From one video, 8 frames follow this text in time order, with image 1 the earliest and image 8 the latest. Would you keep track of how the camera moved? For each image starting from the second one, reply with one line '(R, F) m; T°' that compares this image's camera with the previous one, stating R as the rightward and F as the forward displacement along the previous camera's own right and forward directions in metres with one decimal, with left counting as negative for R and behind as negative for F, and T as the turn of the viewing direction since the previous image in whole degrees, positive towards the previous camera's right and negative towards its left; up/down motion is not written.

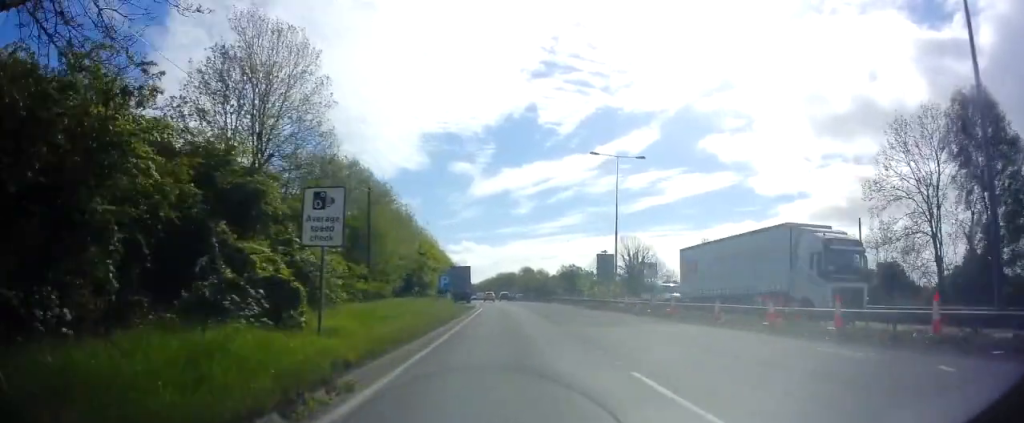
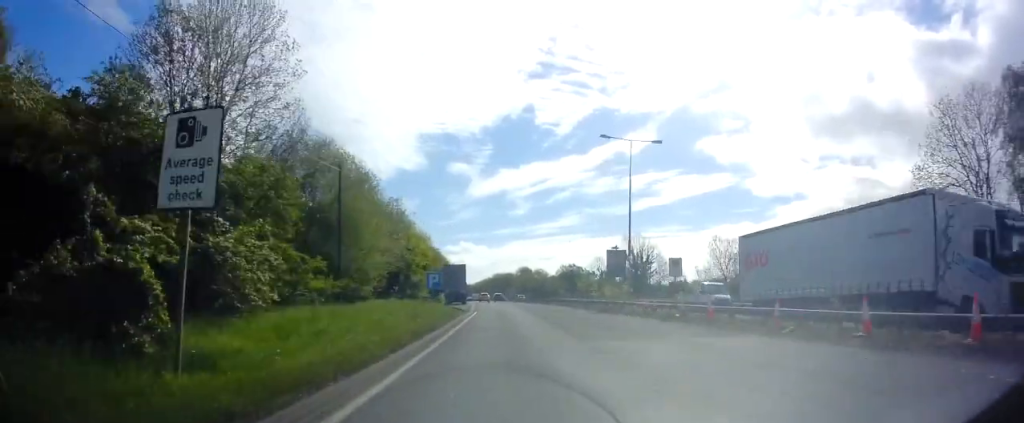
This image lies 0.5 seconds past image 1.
(0.0, +5.2) m; 0°
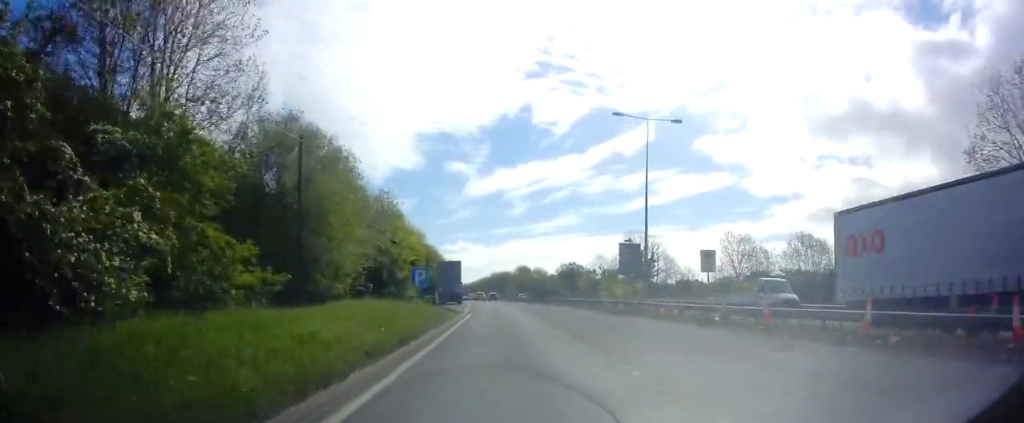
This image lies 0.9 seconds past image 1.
(0.0, +4.9) m; 0°
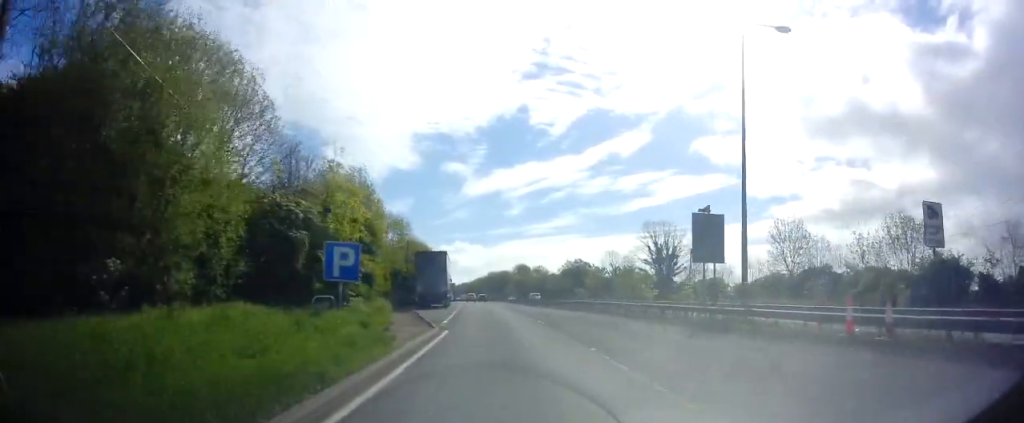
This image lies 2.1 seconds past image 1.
(0.0, +14.1) m; 0°
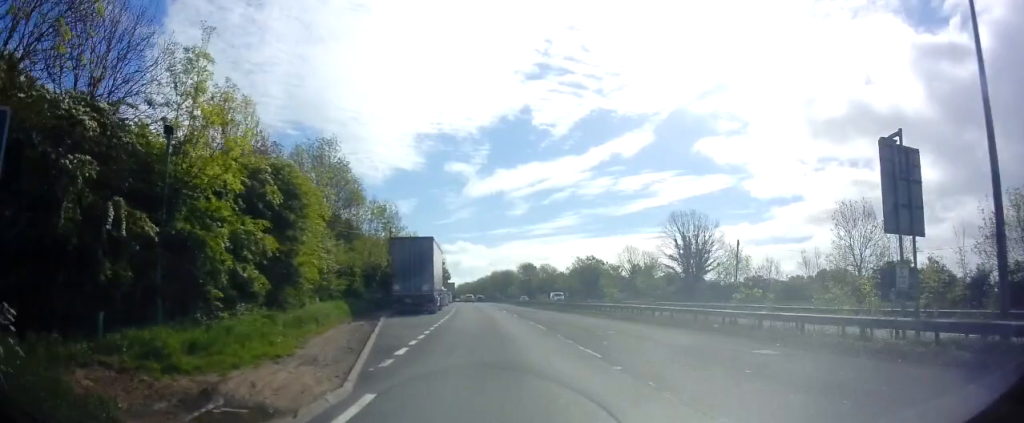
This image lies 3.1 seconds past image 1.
(0.0, +11.8) m; 0°
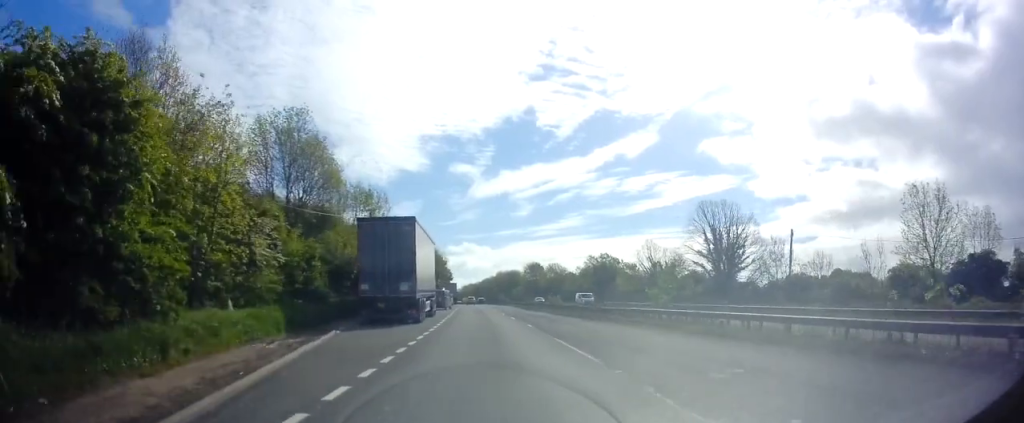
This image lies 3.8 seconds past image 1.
(0.0, +9.3) m; 0°
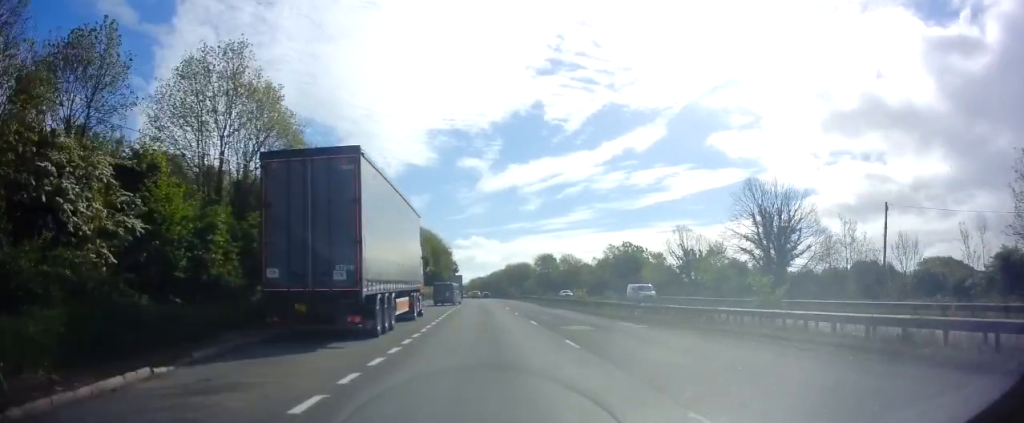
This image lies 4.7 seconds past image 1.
(-0.1, +11.0) m; 0°
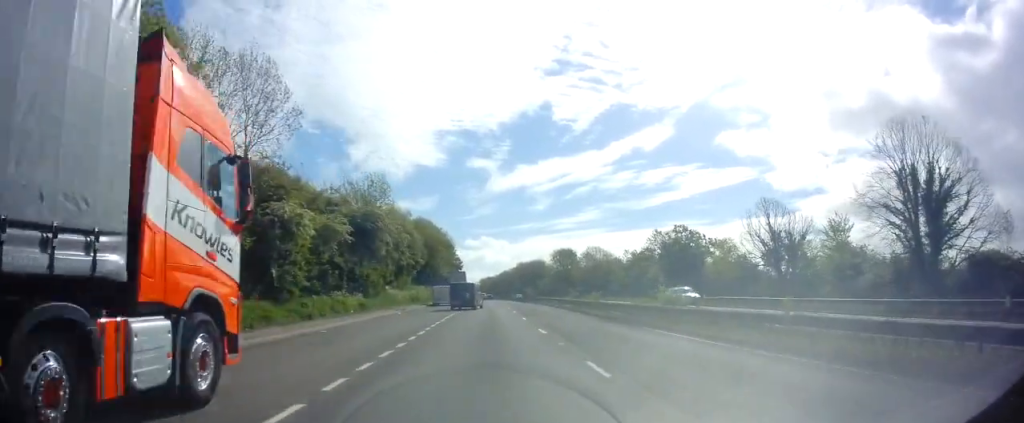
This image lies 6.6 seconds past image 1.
(-0.9, +22.7) m; -3°
